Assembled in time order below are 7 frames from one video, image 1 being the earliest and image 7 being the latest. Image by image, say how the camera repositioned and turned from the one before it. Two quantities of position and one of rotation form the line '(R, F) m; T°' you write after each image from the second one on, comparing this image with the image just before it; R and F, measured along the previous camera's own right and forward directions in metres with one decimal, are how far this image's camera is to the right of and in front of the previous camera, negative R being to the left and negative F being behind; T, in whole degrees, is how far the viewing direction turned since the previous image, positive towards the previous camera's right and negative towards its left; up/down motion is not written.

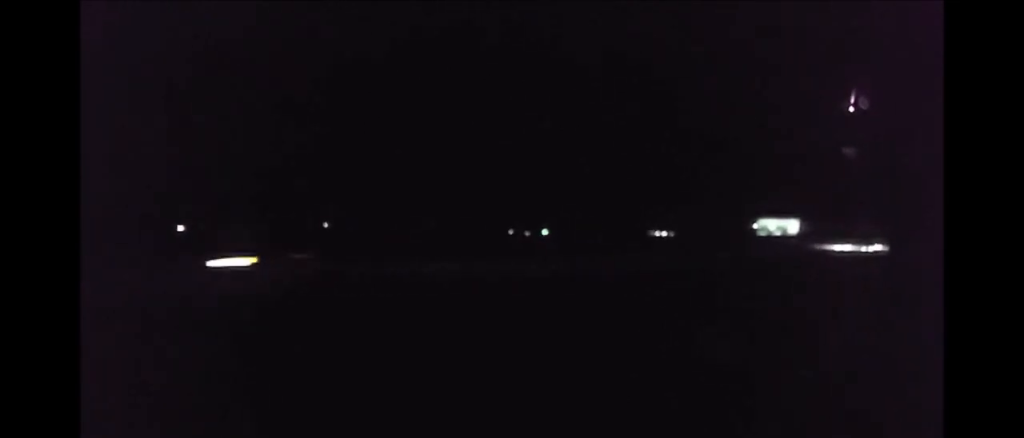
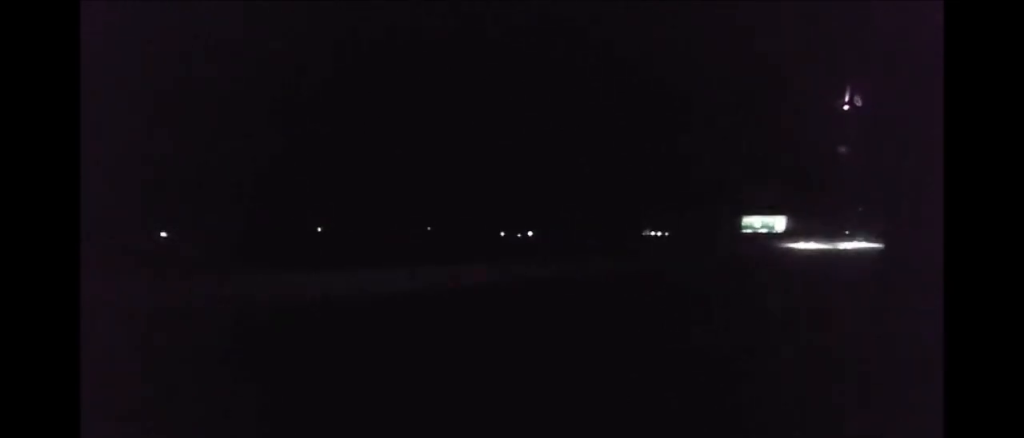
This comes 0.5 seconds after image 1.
(+0.1, +14.5) m; 0°
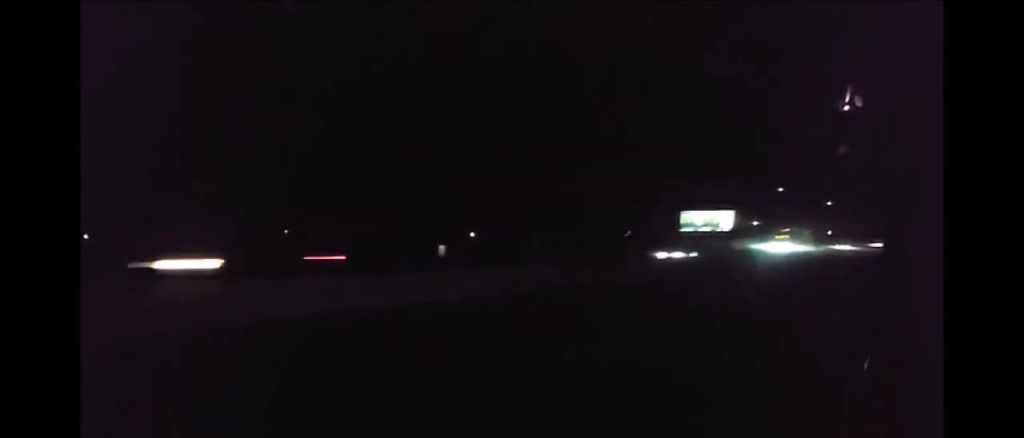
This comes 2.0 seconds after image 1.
(+0.3, +43.2) m; +1°
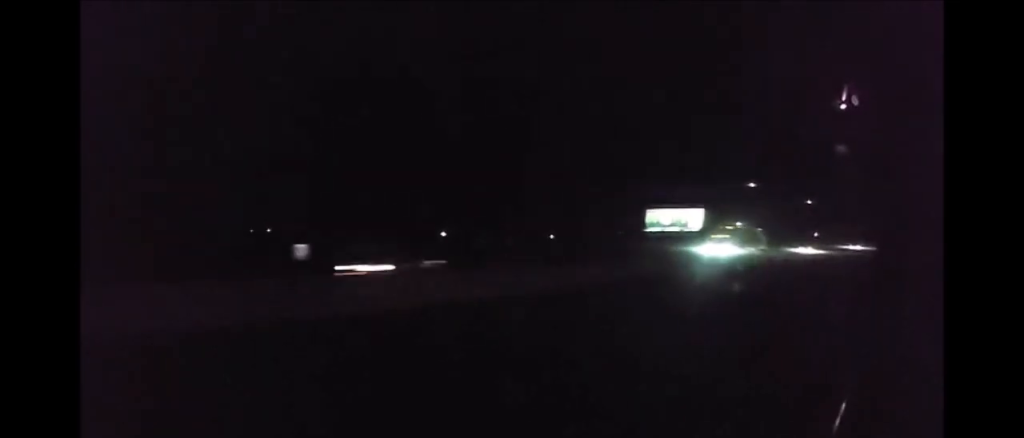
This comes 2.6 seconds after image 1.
(+0.2, +18.1) m; +1°
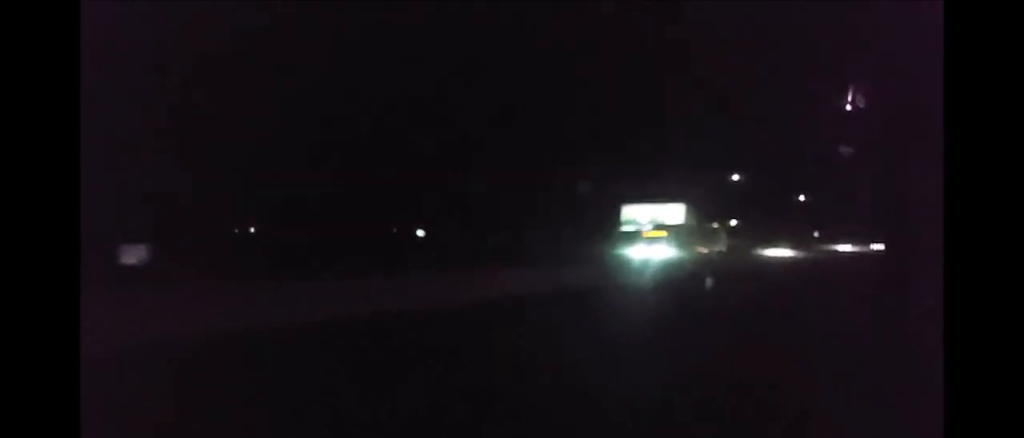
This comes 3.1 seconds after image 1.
(+0.2, +12.4) m; +1°
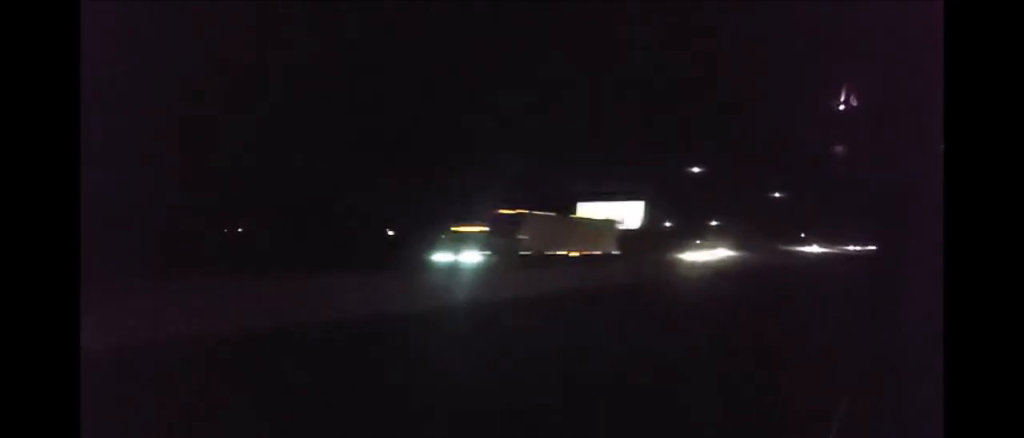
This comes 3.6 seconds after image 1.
(+0.1, +16.4) m; +1°
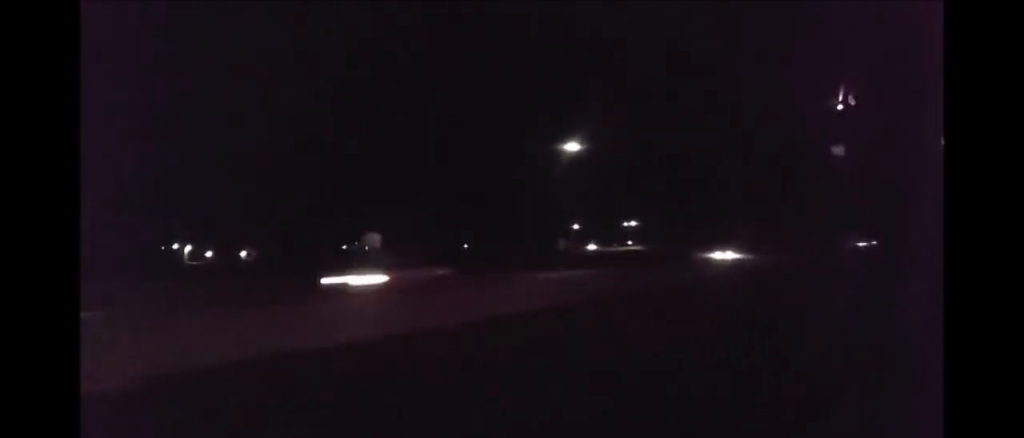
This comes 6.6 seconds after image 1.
(+1.5, +87.1) m; +1°
